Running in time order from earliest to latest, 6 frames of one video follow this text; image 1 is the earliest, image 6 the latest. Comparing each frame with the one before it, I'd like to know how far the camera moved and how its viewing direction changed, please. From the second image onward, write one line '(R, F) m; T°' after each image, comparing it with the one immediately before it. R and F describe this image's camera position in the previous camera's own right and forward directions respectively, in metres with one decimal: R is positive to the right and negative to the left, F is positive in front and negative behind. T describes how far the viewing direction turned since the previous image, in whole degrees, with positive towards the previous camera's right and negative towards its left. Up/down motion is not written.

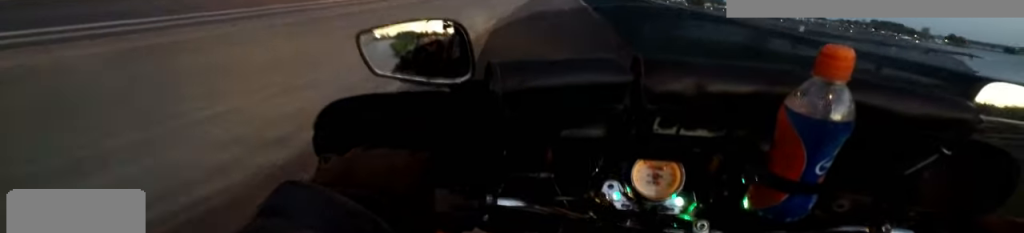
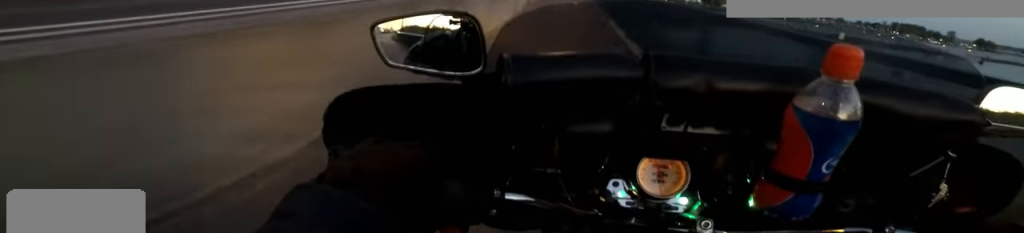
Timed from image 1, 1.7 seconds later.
(+0.7, +19.6) m; +4°
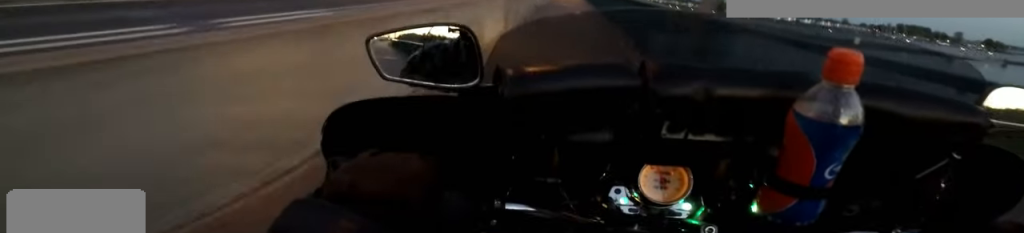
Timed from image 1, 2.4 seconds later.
(+0.3, +8.1) m; 0°
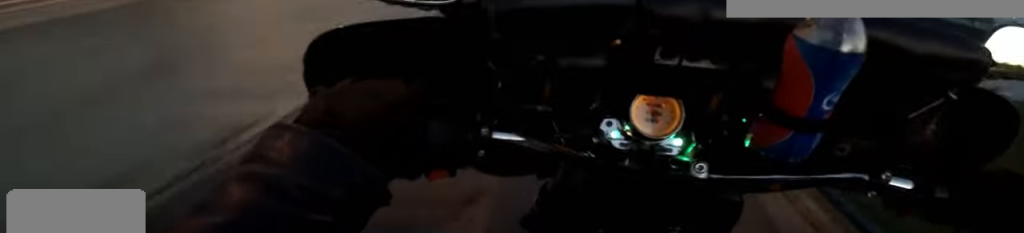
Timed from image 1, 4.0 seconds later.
(-0.7, +18.7) m; -3°
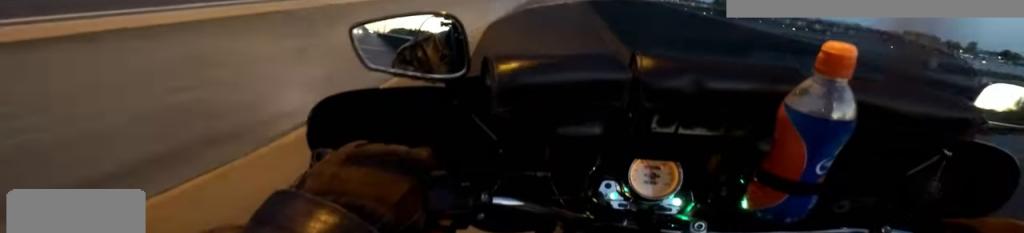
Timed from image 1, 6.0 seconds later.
(-0.4, +24.0) m; 0°
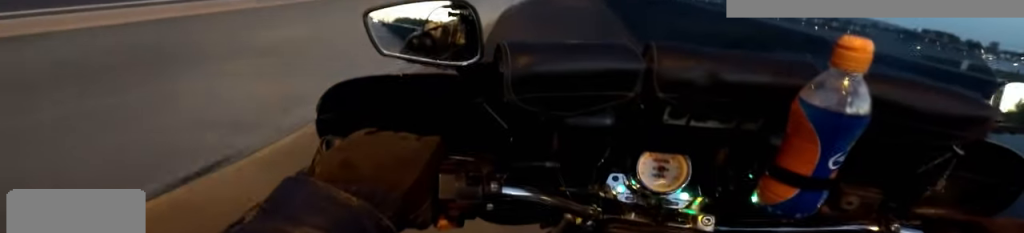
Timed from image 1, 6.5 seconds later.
(+0.1, +5.6) m; +1°
